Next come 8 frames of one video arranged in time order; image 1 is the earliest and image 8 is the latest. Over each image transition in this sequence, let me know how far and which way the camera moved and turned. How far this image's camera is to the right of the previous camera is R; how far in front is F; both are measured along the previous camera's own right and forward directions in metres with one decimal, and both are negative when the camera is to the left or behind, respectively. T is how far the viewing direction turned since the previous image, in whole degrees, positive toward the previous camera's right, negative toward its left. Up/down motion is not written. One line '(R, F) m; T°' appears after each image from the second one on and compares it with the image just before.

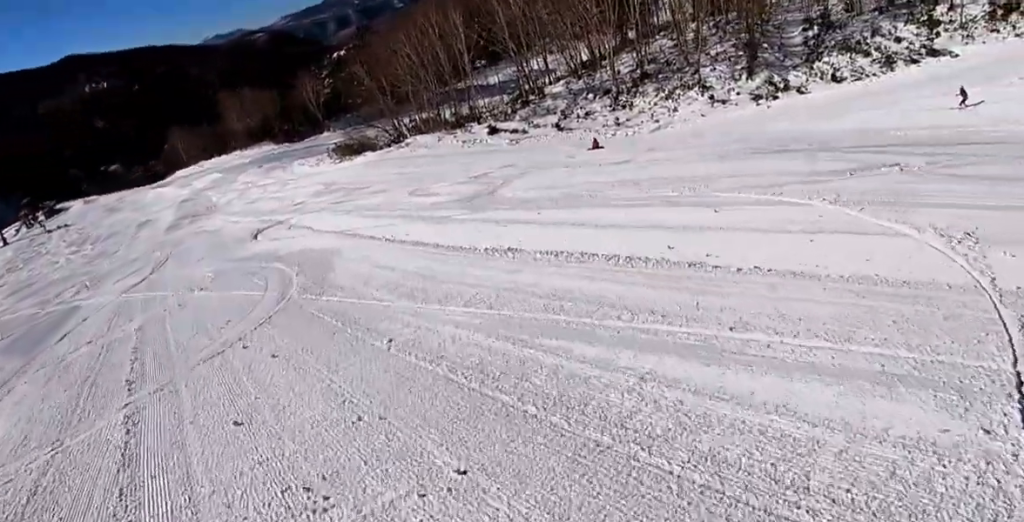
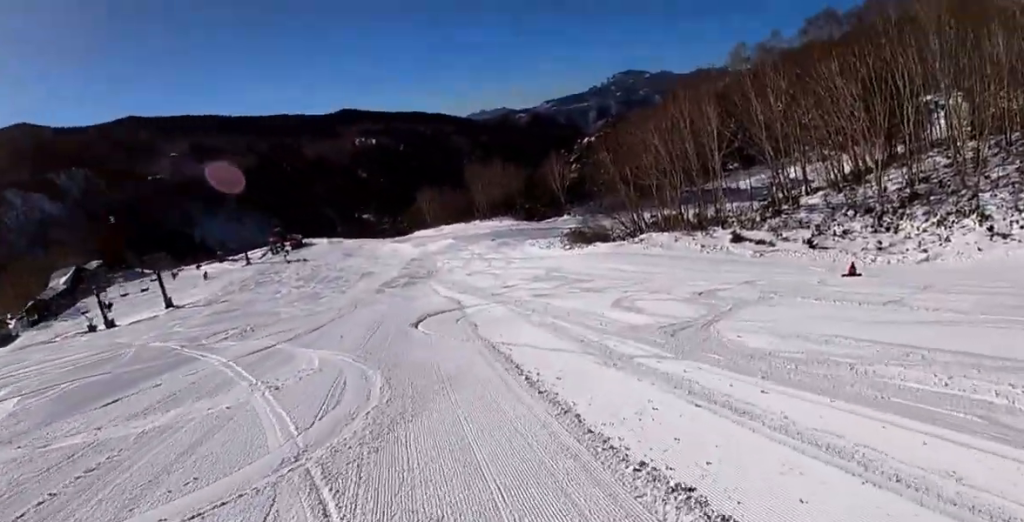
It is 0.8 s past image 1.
(+0.4, +4.1) m; +2°
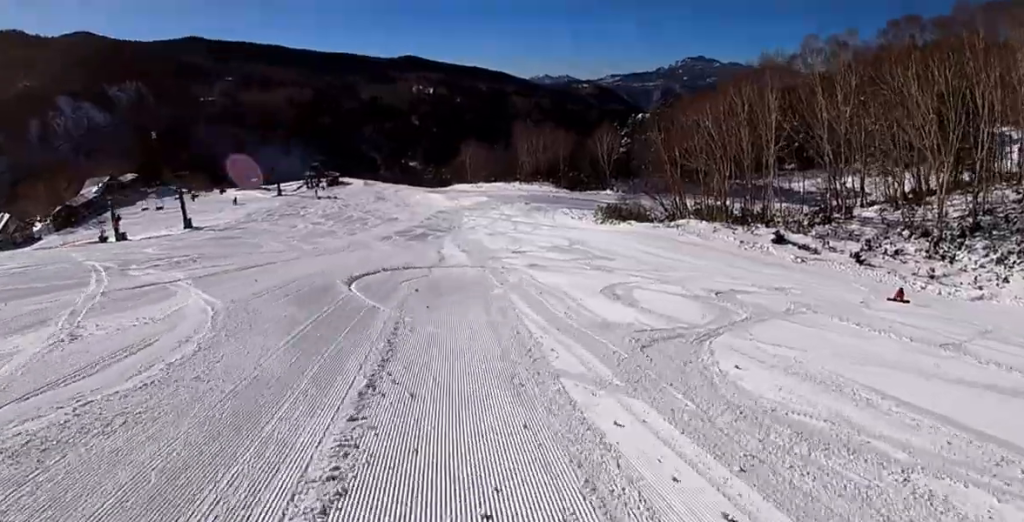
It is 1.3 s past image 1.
(+0.1, +3.1) m; -5°
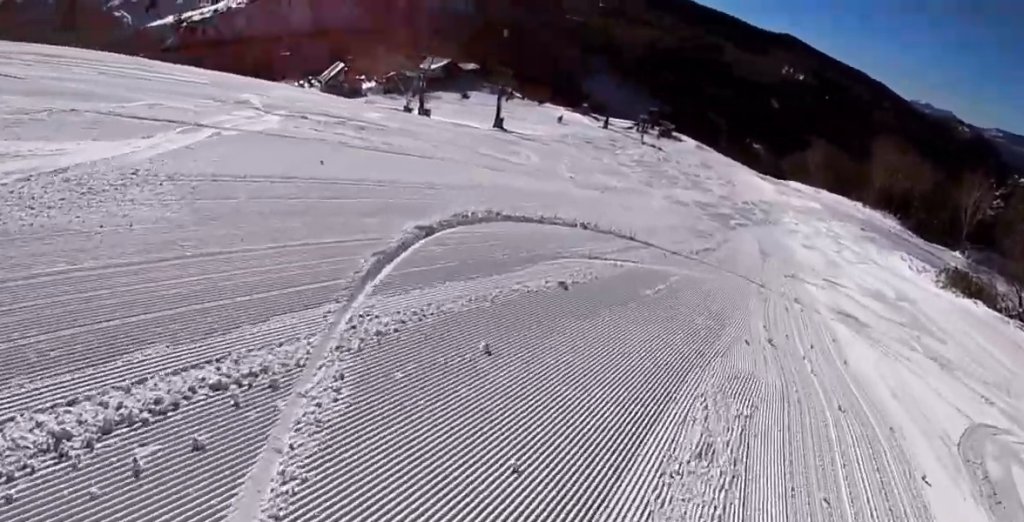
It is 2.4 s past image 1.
(-0.9, +5.9) m; -39°
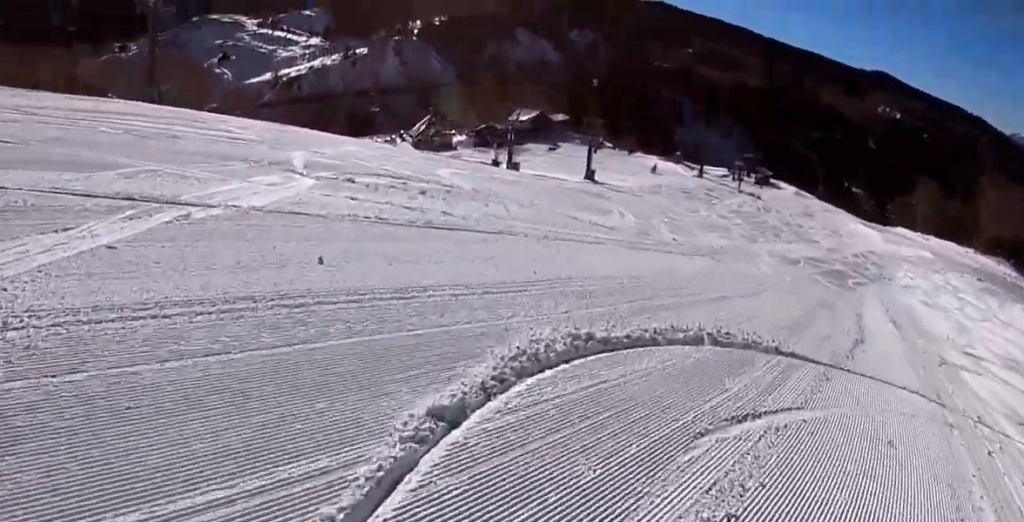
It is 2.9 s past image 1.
(-1.2, +1.6) m; -12°
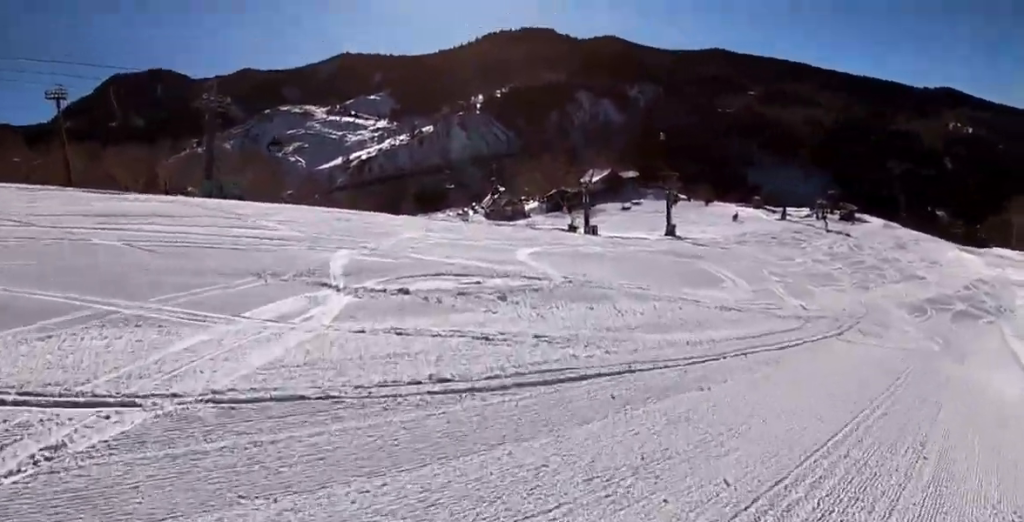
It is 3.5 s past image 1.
(-0.9, +2.2) m; -12°
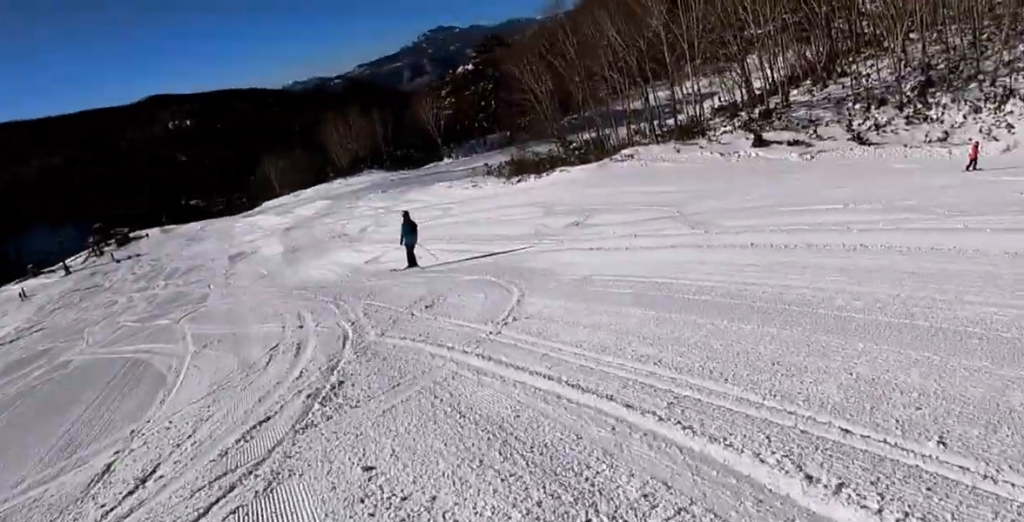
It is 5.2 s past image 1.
(+3.2, +6.1) m; +62°
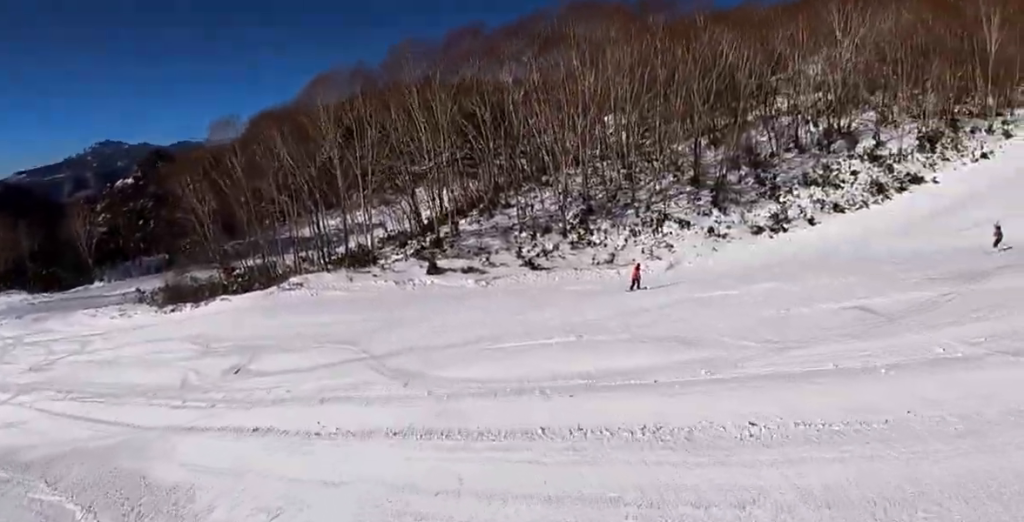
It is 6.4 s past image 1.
(+1.9, +4.9) m; +12°
